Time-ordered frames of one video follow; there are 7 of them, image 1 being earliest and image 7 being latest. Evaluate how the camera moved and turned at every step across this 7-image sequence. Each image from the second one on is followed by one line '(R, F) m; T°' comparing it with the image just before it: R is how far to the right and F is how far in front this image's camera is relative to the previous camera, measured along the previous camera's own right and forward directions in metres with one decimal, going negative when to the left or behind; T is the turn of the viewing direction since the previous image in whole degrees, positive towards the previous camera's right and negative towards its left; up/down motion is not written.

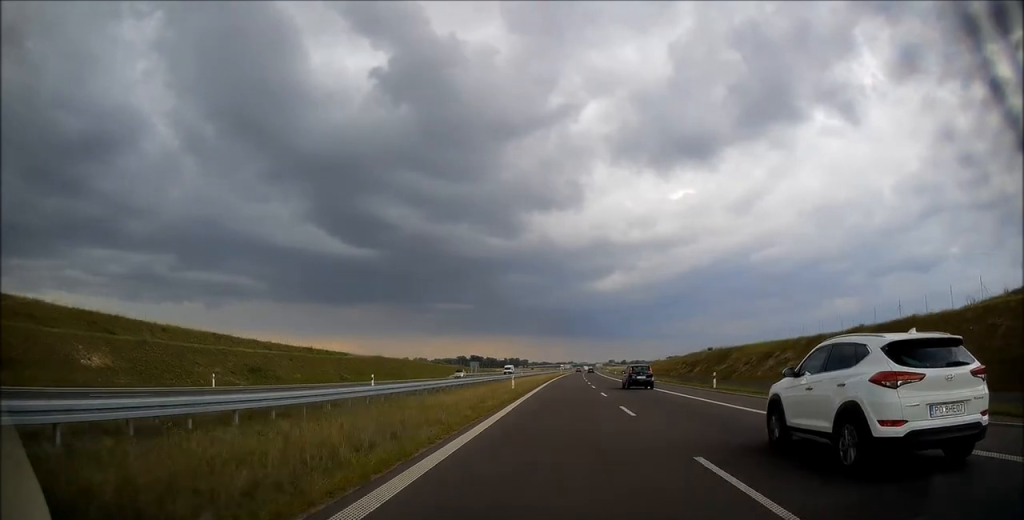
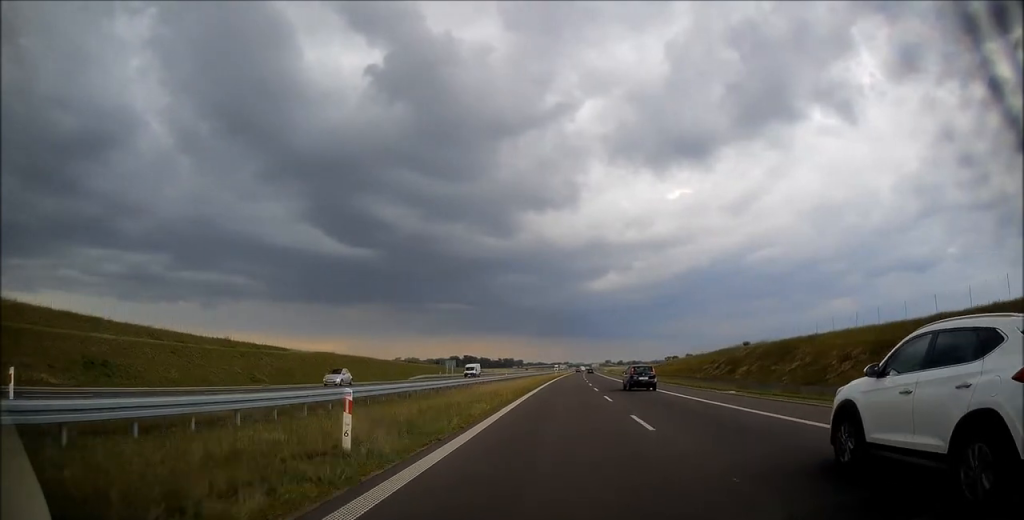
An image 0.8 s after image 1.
(+0.1, +27.8) m; 0°
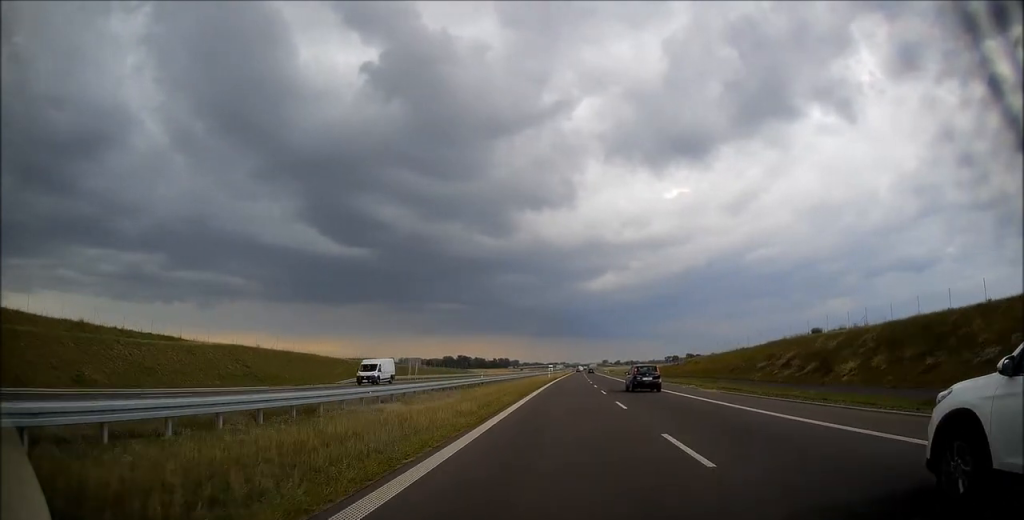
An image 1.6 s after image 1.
(+0.1, +28.9) m; 0°
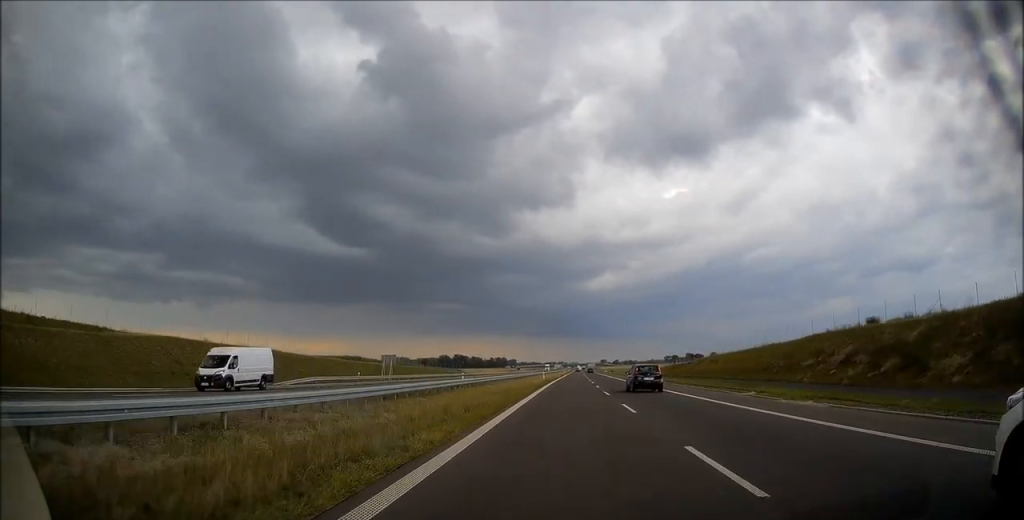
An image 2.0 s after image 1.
(0.0, +13.9) m; 0°
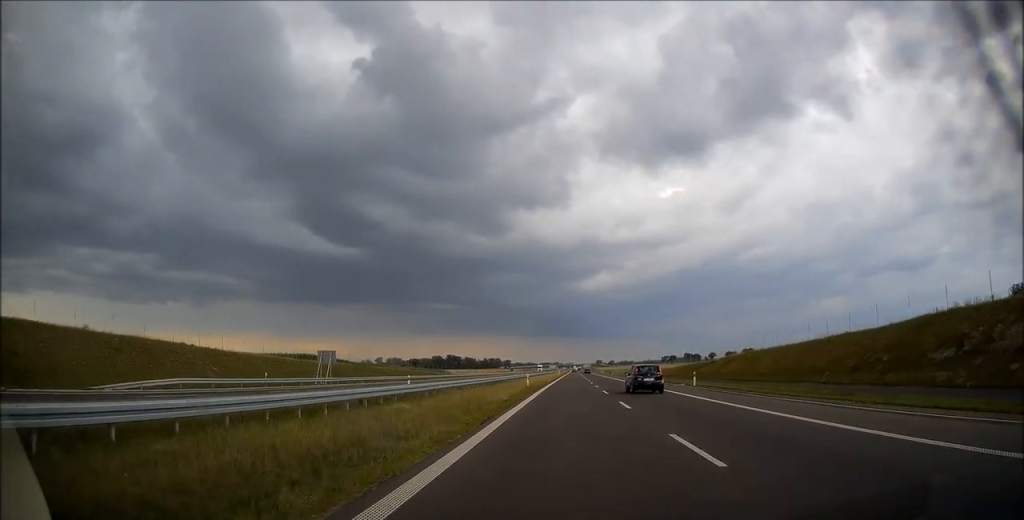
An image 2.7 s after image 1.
(0.0, +22.0) m; 0°
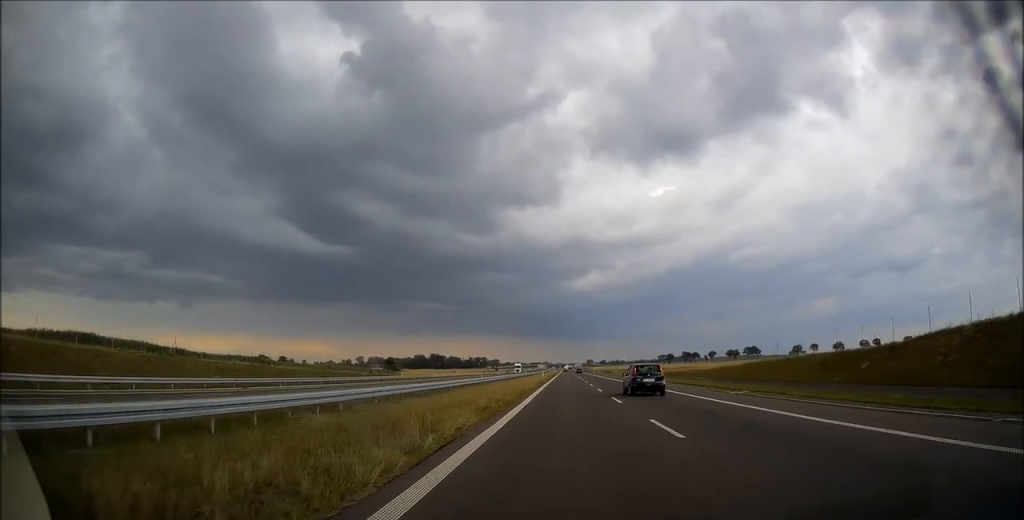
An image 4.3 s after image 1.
(+0.6, +56.5) m; +1°
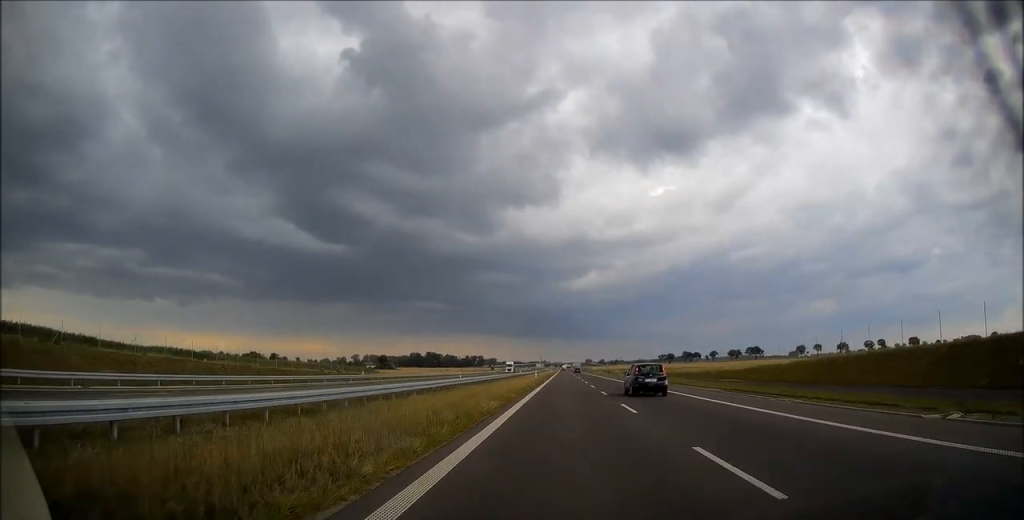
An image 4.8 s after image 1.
(+0.1, +17.3) m; 0°
